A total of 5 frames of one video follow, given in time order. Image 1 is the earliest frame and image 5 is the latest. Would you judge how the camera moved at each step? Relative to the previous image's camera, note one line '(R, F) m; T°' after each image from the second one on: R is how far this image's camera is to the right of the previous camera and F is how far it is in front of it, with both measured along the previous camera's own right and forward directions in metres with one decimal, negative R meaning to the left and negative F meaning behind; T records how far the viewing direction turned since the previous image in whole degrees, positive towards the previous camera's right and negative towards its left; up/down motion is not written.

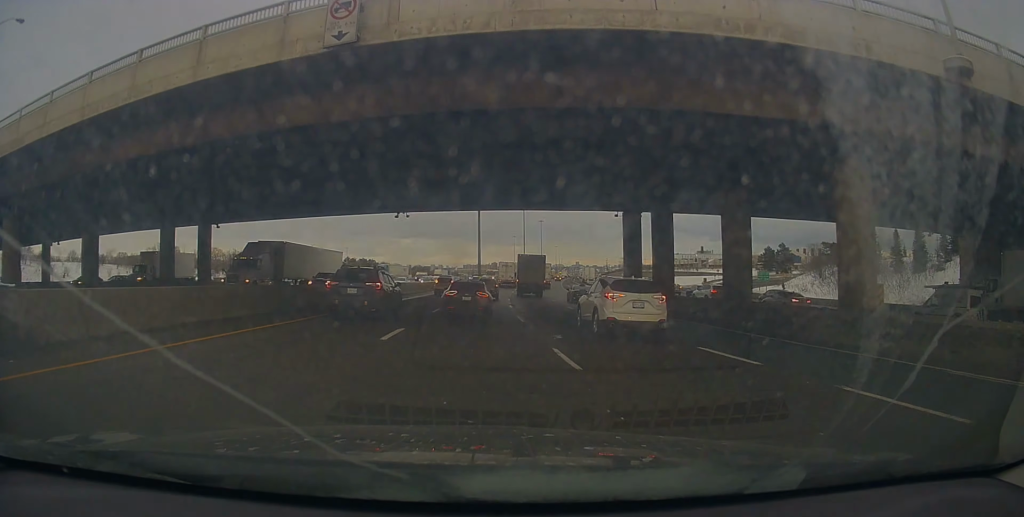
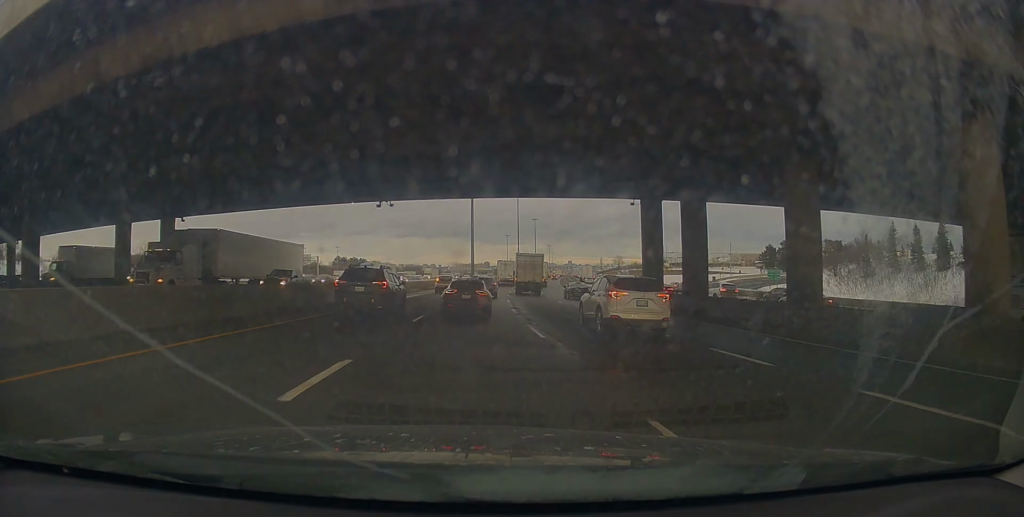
(-0.2, +6.5) m; 0°
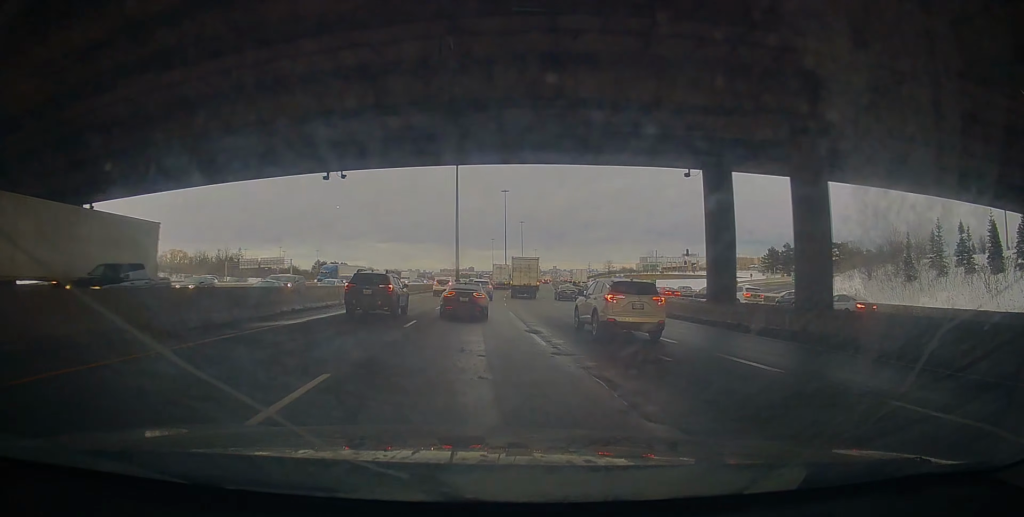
(0.0, +12.8) m; +2°
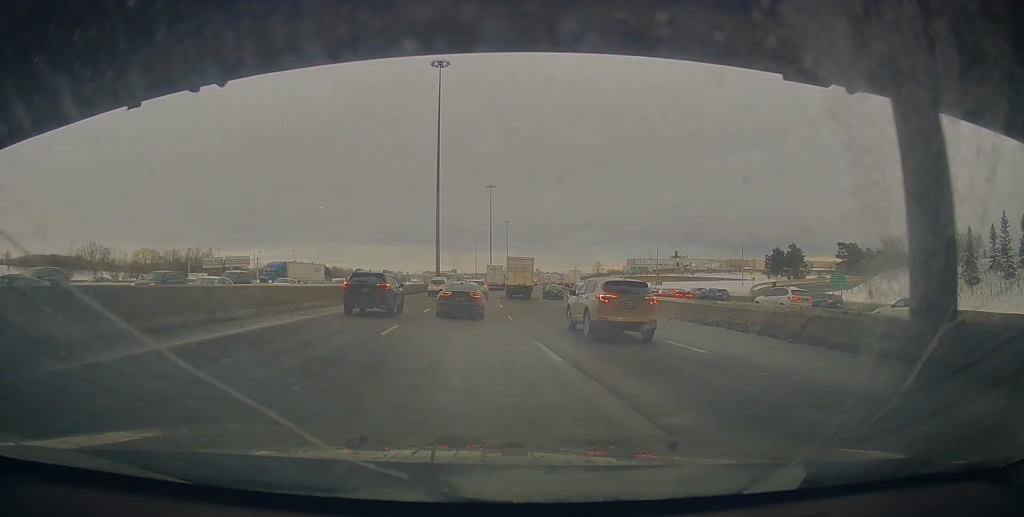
(+0.5, +14.7) m; +3°
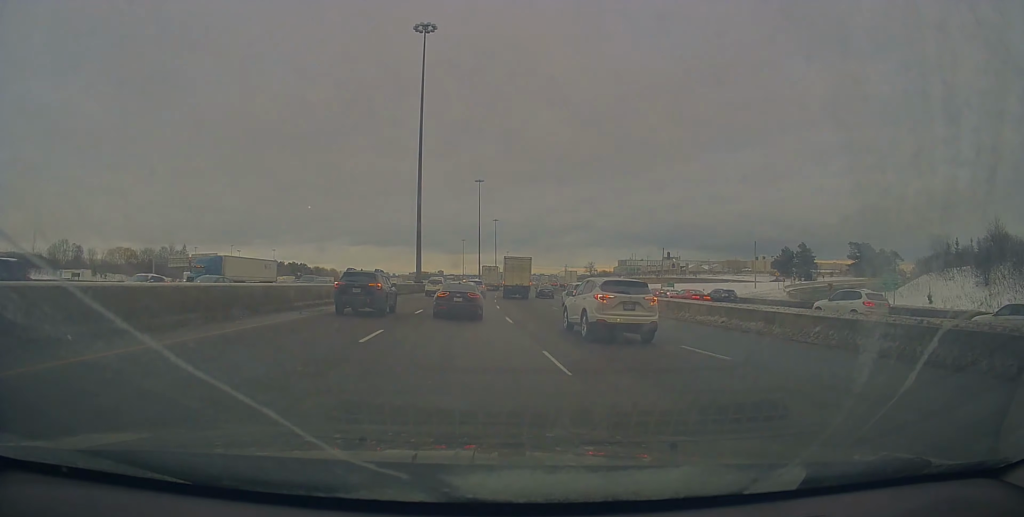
(+0.2, +13.5) m; +3°
